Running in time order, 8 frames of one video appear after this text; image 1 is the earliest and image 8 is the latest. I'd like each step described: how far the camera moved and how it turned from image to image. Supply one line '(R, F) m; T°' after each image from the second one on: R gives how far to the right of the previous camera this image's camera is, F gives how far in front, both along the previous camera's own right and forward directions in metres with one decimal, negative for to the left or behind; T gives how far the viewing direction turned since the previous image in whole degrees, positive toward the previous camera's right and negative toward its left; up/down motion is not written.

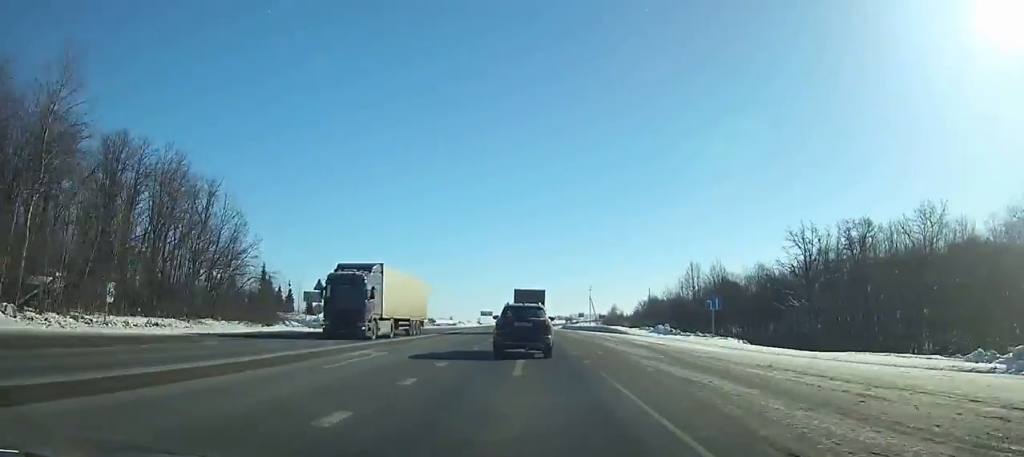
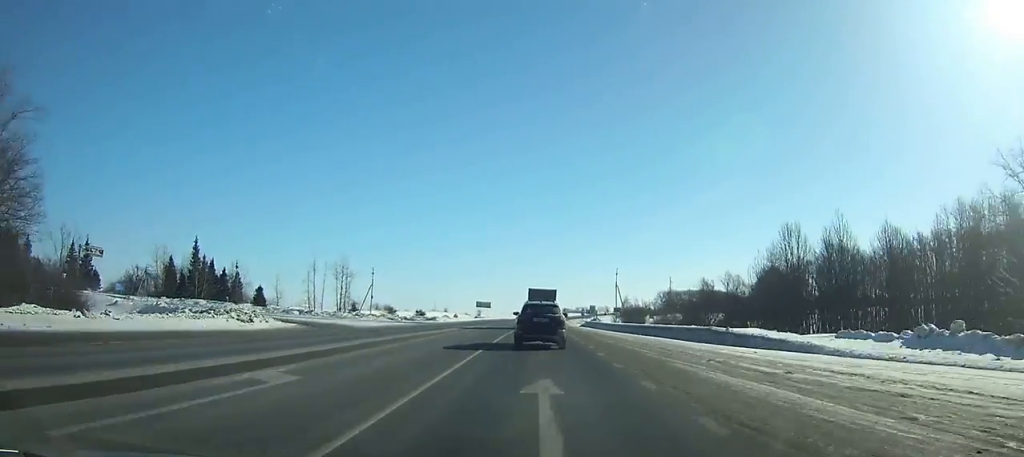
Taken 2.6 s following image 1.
(-0.2, +38.2) m; 0°
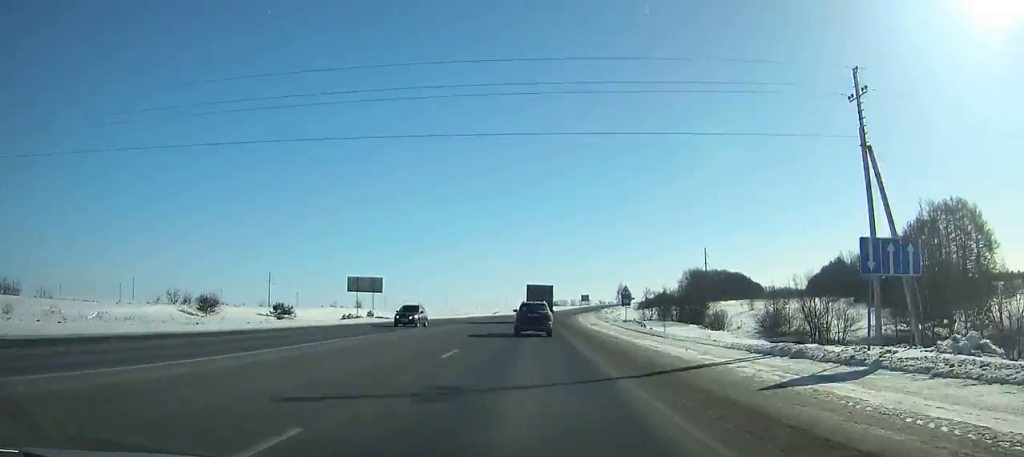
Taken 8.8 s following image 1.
(+1.9, +100.4) m; +3°
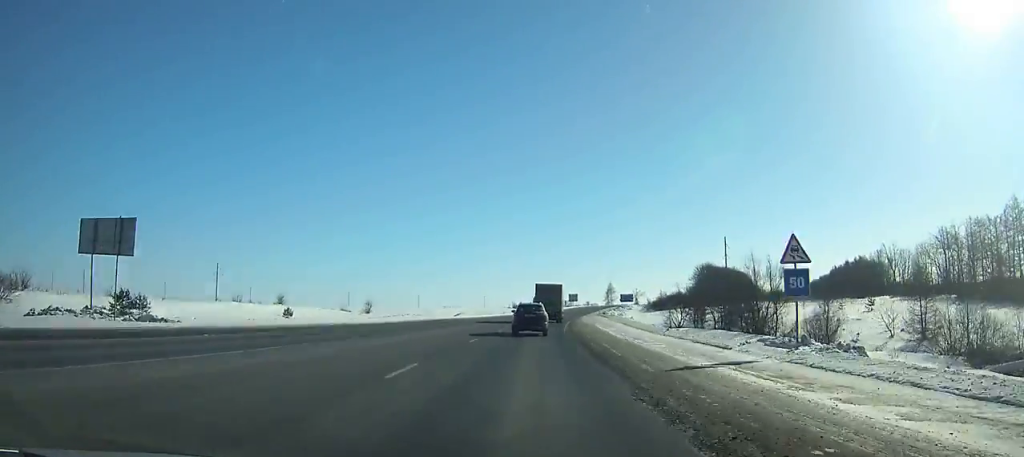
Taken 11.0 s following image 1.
(+0.5, +39.0) m; +2°
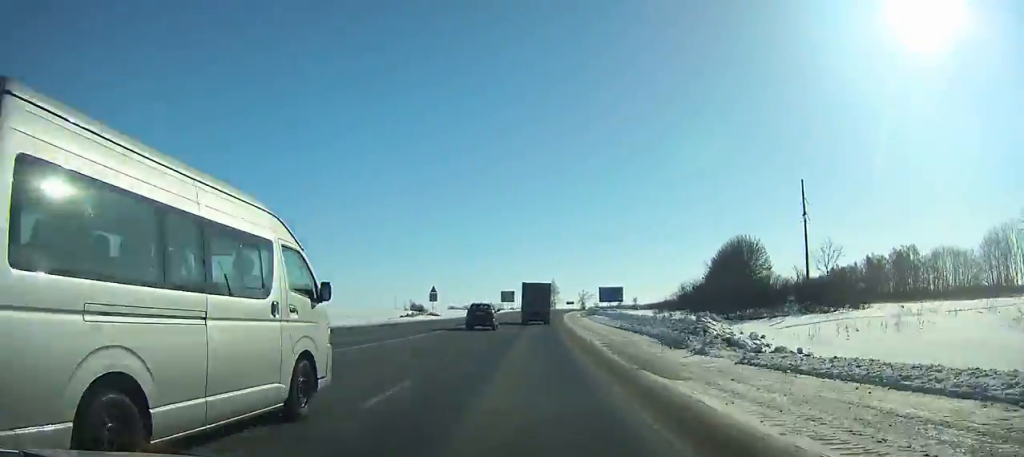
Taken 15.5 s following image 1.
(+3.4, +84.1) m; +5°
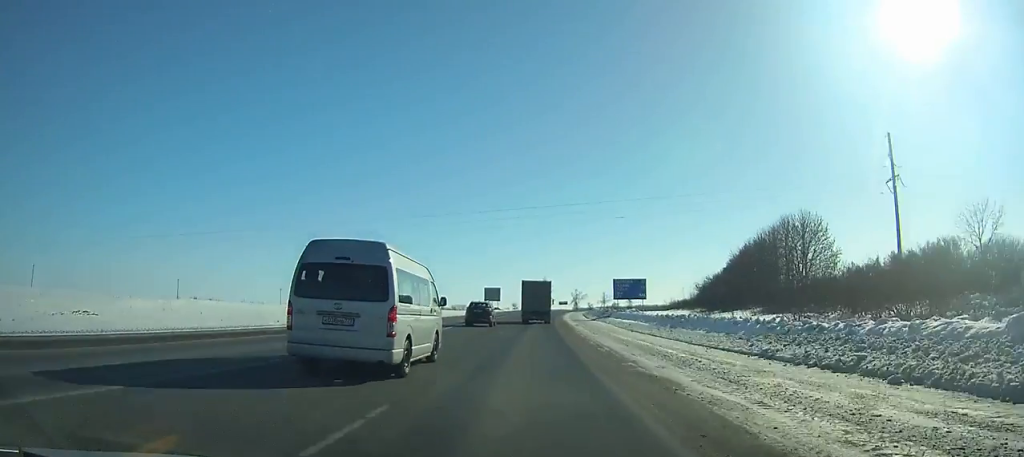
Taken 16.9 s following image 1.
(+0.7, +27.7) m; +1°
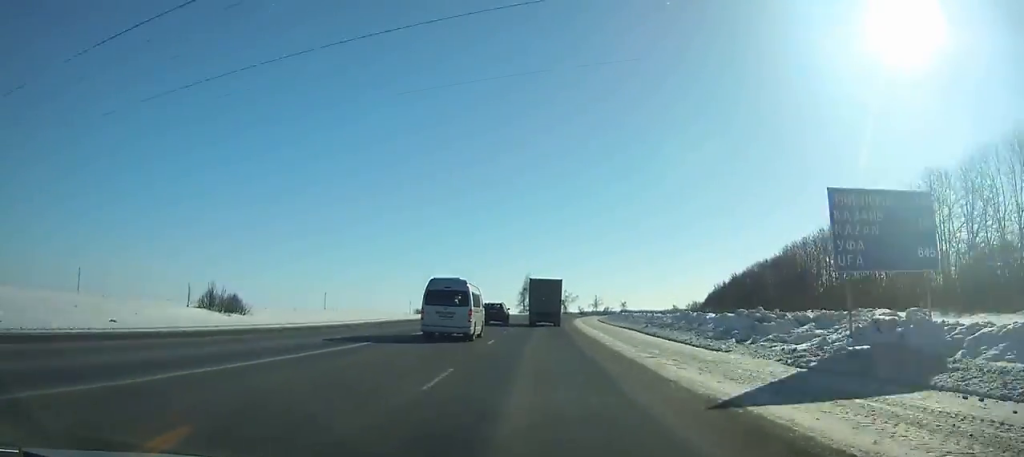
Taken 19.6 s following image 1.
(+1.3, +54.4) m; +3°
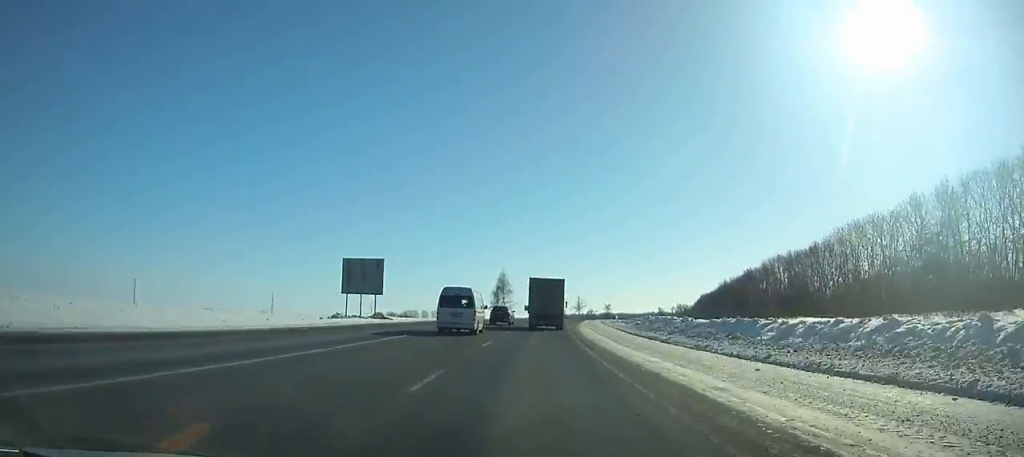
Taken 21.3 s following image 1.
(+0.1, +35.2) m; +2°
